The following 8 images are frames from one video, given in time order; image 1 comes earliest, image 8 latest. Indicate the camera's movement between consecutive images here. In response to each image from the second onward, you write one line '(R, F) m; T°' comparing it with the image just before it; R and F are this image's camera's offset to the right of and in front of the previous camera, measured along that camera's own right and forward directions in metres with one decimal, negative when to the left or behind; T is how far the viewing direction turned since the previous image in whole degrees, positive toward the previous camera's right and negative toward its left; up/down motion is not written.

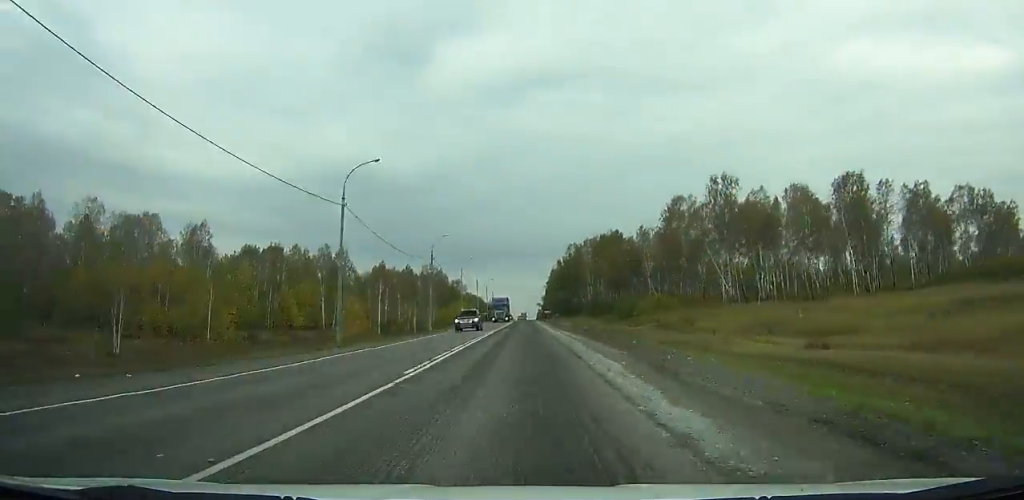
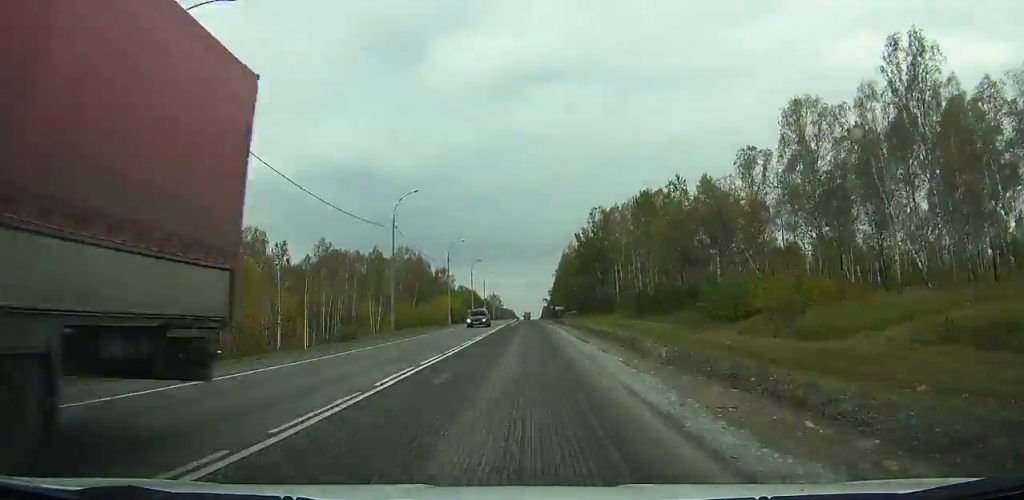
(-0.1, +49.2) m; 0°
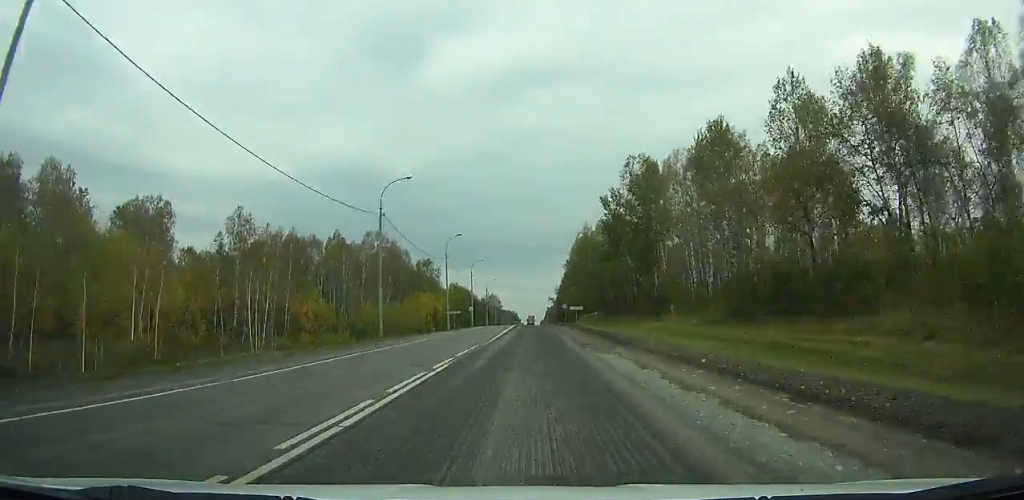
(0.0, +35.7) m; 0°
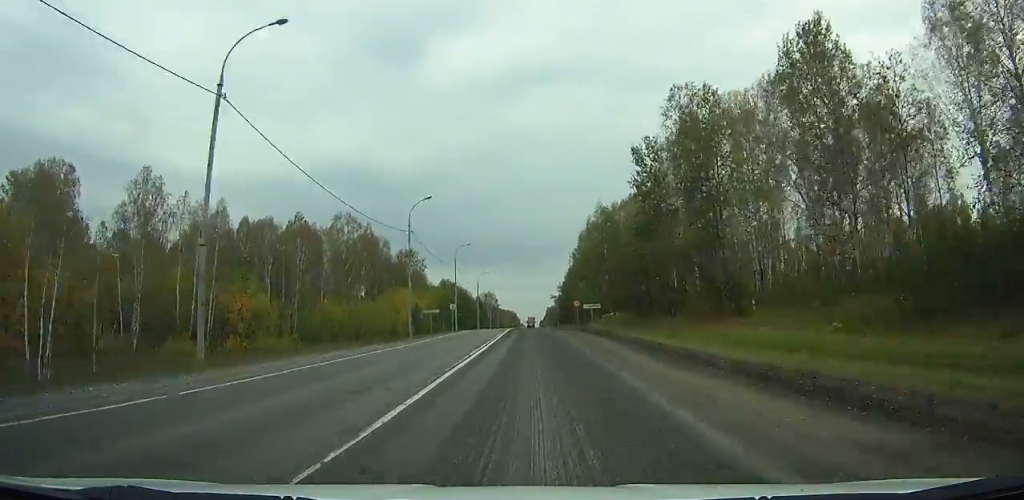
(-0.1, +22.1) m; 0°
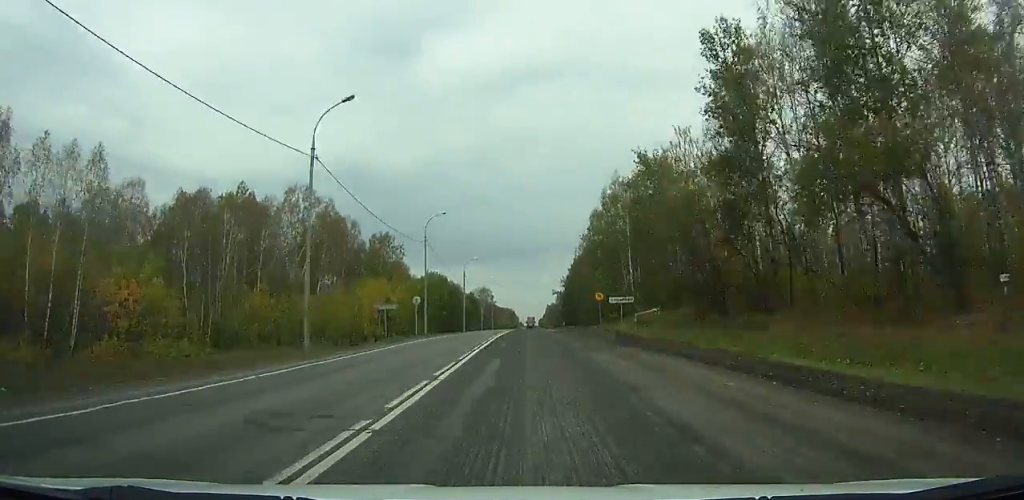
(0.0, +22.1) m; 0°
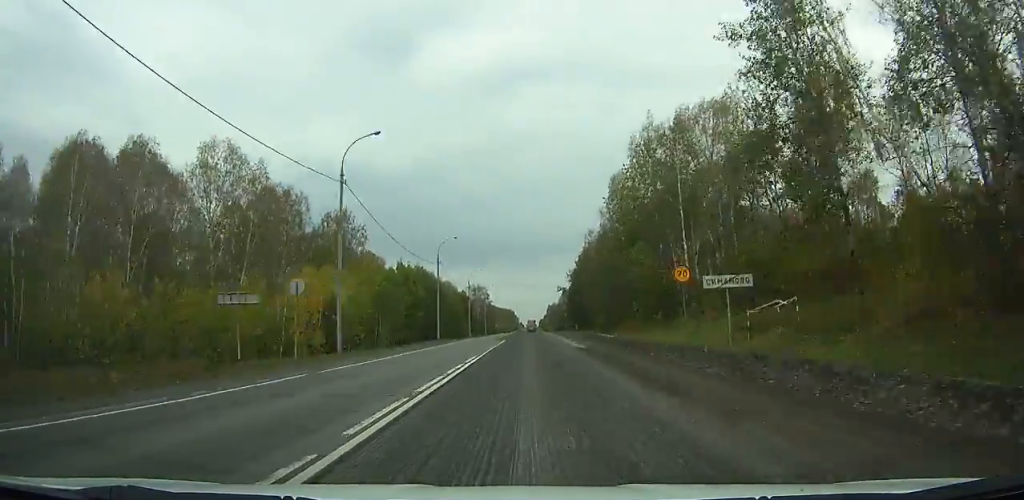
(0.0, +25.6) m; 0°
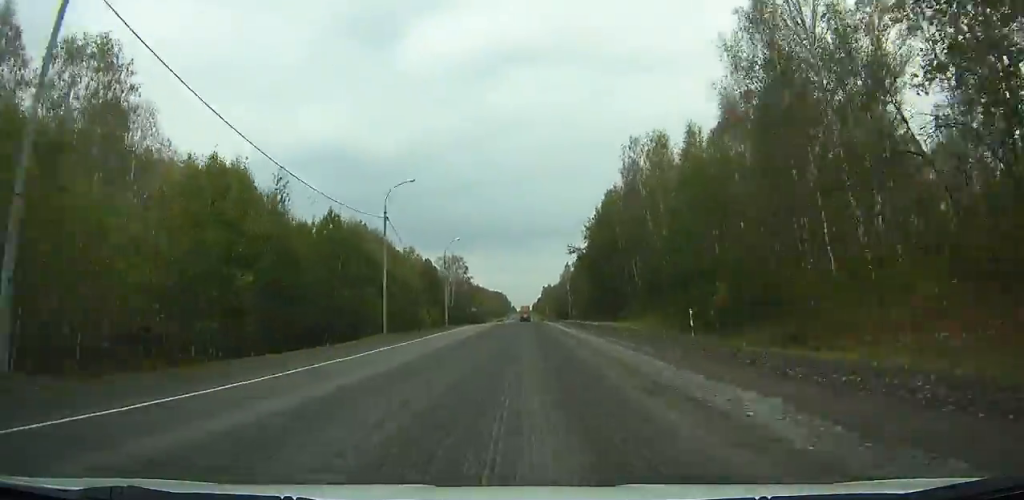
(+0.1, +52.9) m; +1°
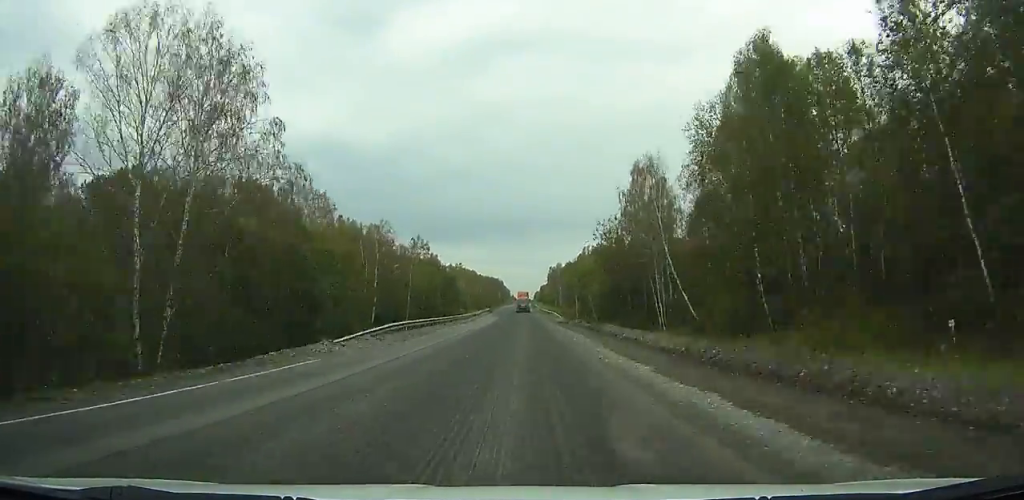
(+0.6, +118.3) m; 0°
